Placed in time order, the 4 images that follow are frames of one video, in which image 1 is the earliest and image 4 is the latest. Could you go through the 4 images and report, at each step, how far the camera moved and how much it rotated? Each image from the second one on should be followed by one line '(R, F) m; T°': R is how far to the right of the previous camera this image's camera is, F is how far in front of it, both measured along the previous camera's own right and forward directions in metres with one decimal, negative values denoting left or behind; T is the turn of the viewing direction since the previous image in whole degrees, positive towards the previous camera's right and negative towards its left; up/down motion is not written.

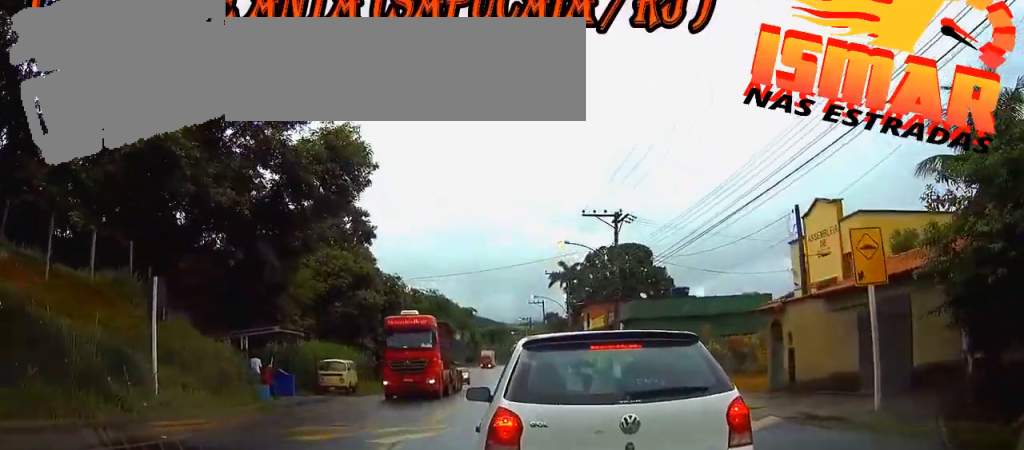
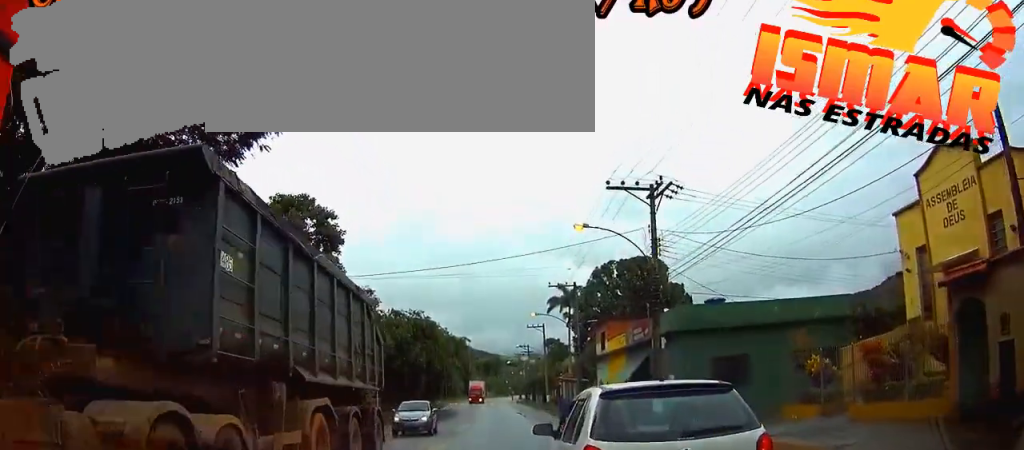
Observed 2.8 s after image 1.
(+0.2, +10.5) m; -1°
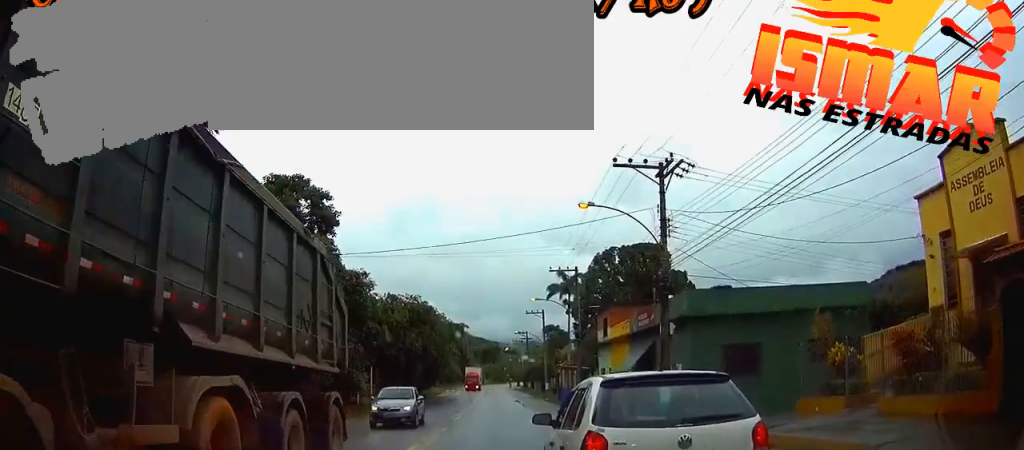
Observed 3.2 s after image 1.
(0.0, +2.0) m; 0°
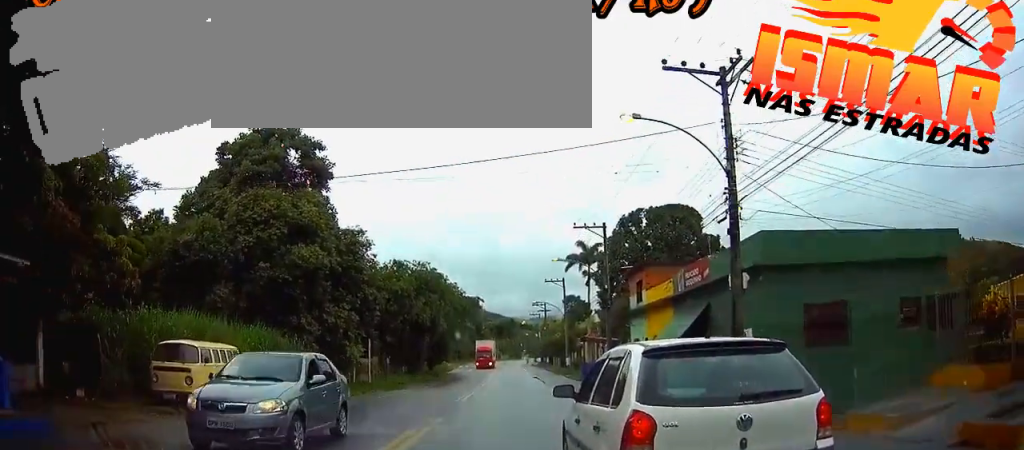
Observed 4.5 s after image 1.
(0.0, +6.4) m; +2°
